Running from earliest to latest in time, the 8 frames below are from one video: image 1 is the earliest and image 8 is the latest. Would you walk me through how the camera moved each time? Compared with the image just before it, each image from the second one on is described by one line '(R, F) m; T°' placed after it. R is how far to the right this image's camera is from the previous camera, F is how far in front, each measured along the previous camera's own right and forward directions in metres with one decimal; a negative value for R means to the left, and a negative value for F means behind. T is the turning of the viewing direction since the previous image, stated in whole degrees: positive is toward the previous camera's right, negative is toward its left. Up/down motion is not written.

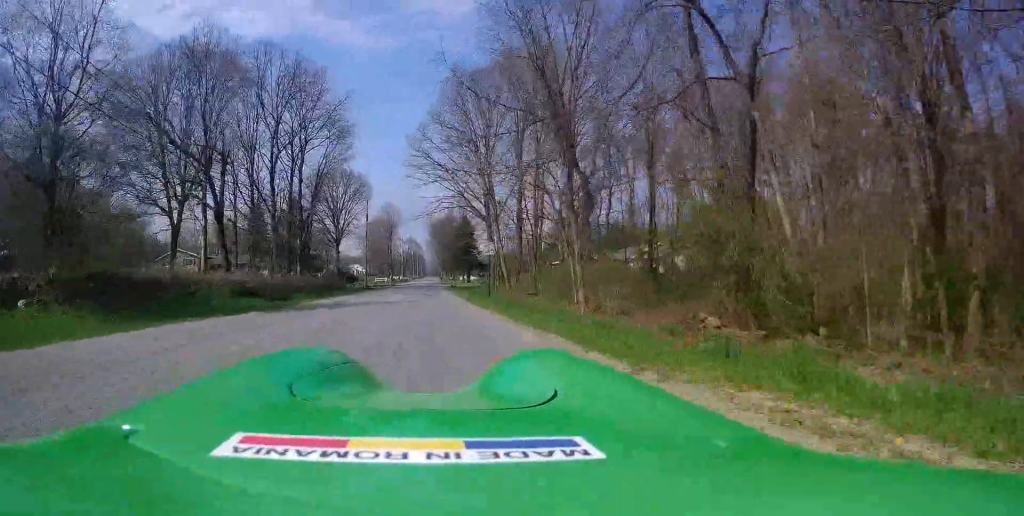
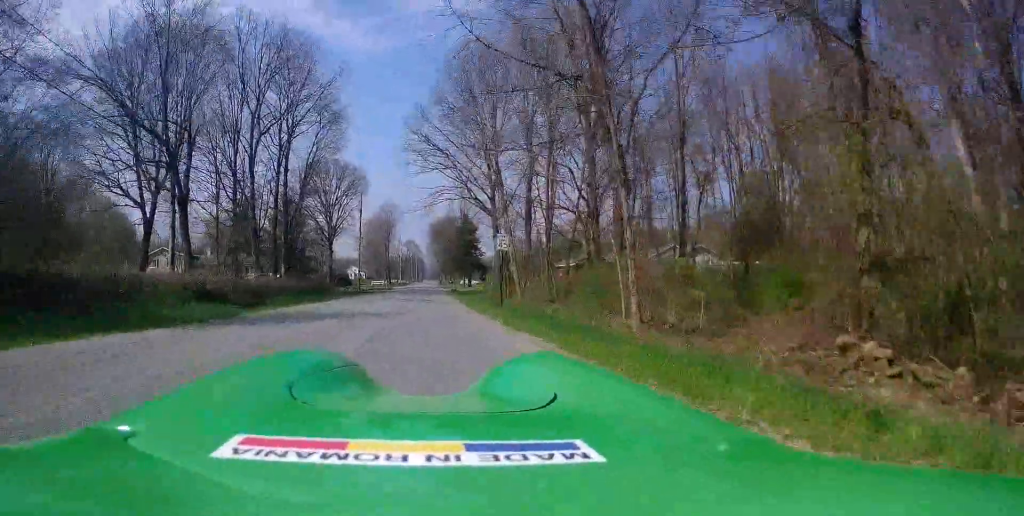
(+0.1, +5.6) m; +1°
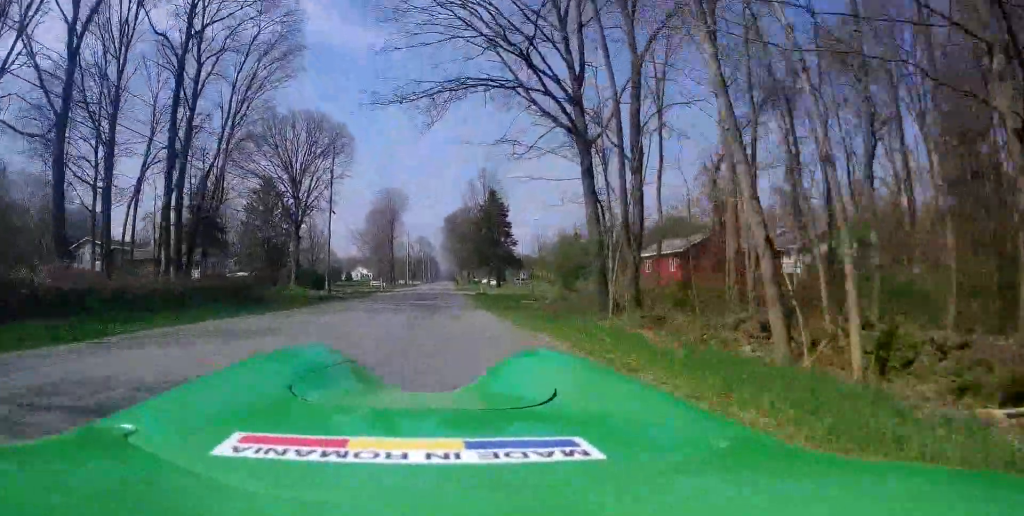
(-0.1, +28.0) m; -2°
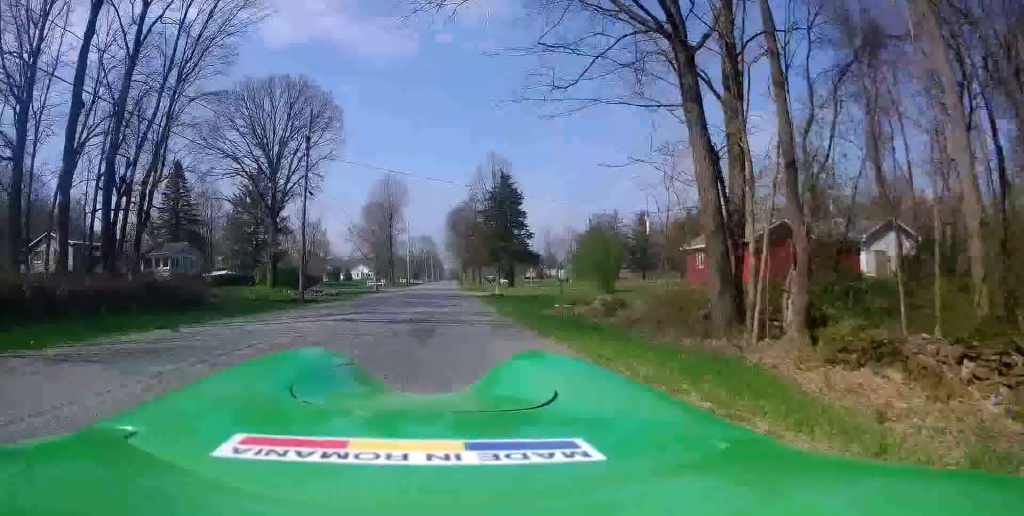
(-0.2, +9.5) m; +1°
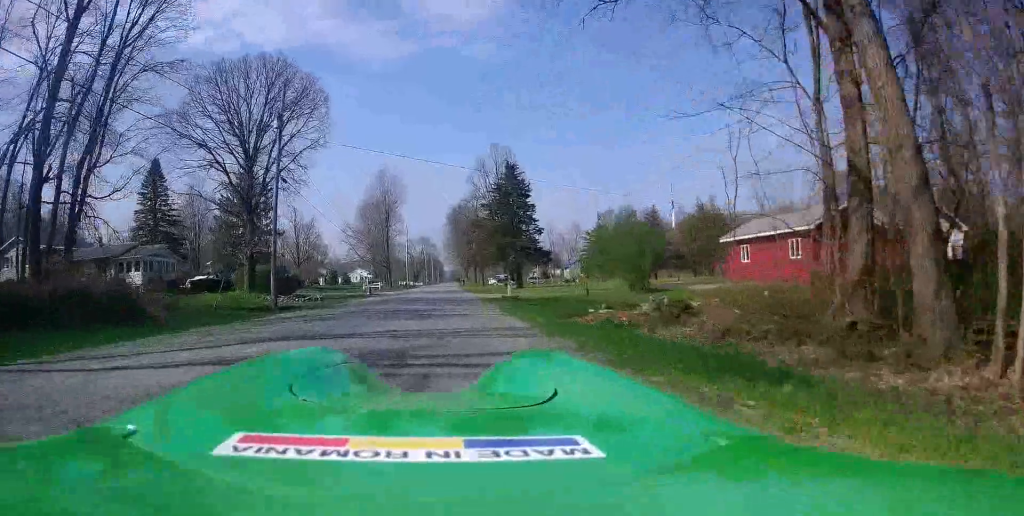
(+0.4, +6.5) m; +1°
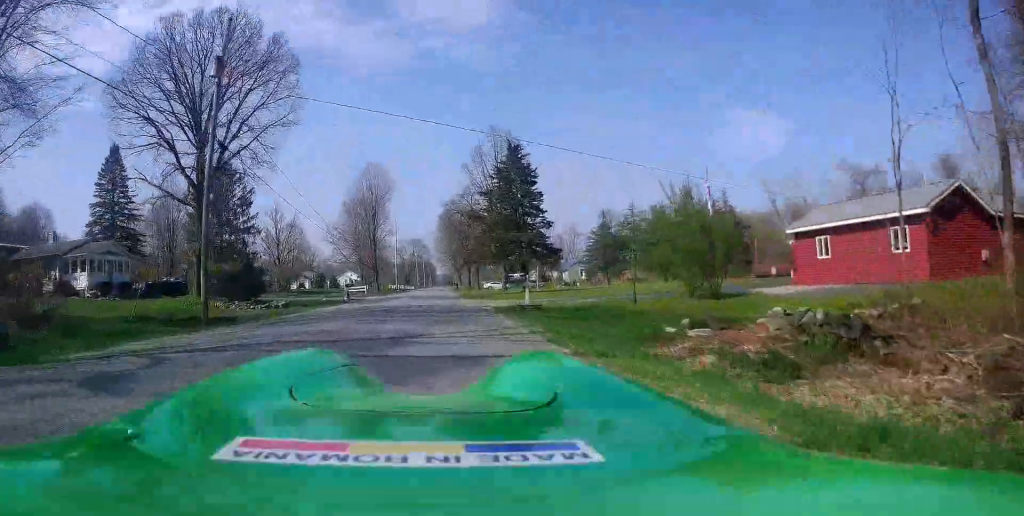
(0.0, +8.4) m; +1°
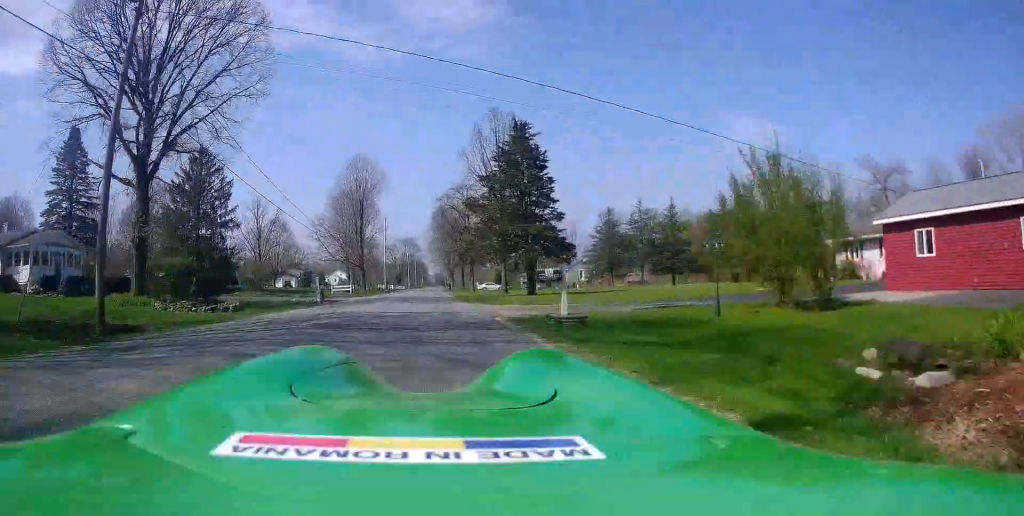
(-0.2, +6.6) m; 0°
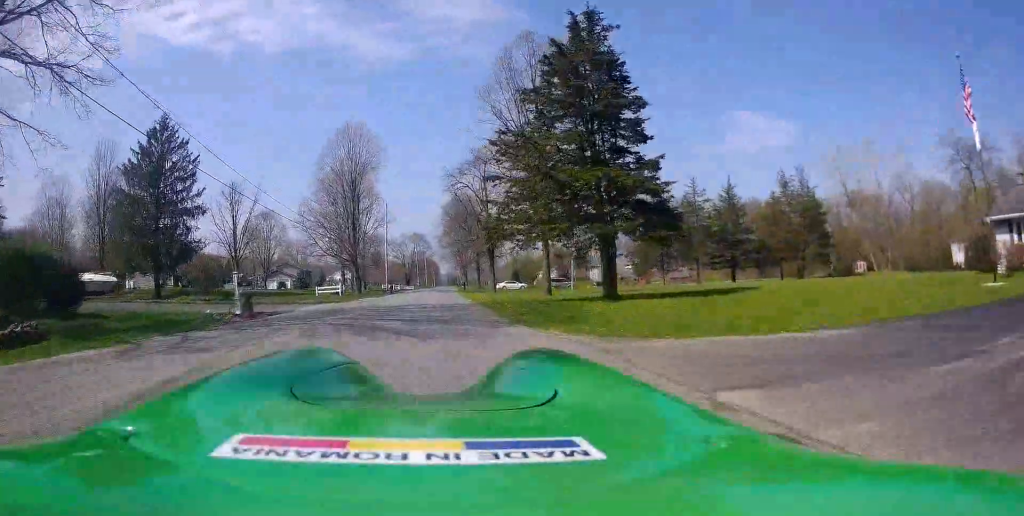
(-0.2, +17.3) m; -6°
